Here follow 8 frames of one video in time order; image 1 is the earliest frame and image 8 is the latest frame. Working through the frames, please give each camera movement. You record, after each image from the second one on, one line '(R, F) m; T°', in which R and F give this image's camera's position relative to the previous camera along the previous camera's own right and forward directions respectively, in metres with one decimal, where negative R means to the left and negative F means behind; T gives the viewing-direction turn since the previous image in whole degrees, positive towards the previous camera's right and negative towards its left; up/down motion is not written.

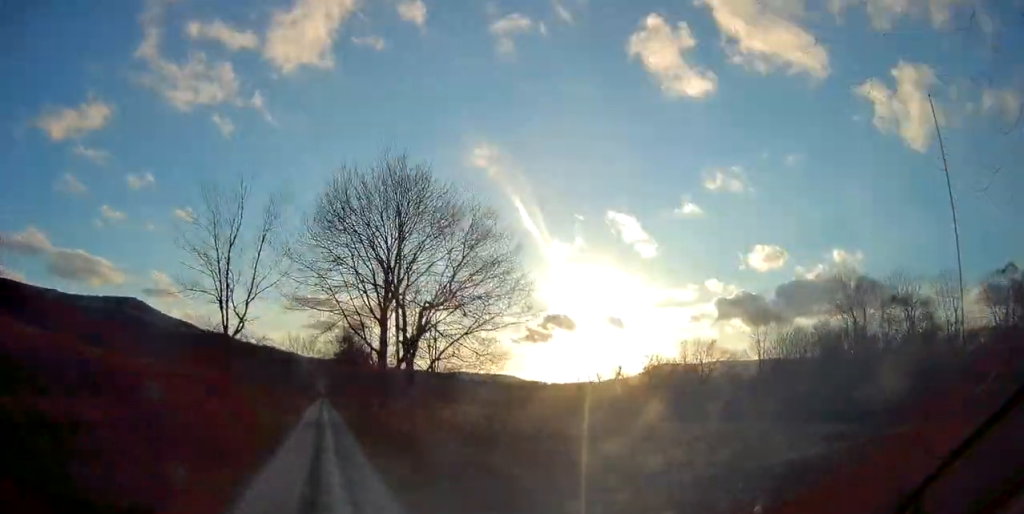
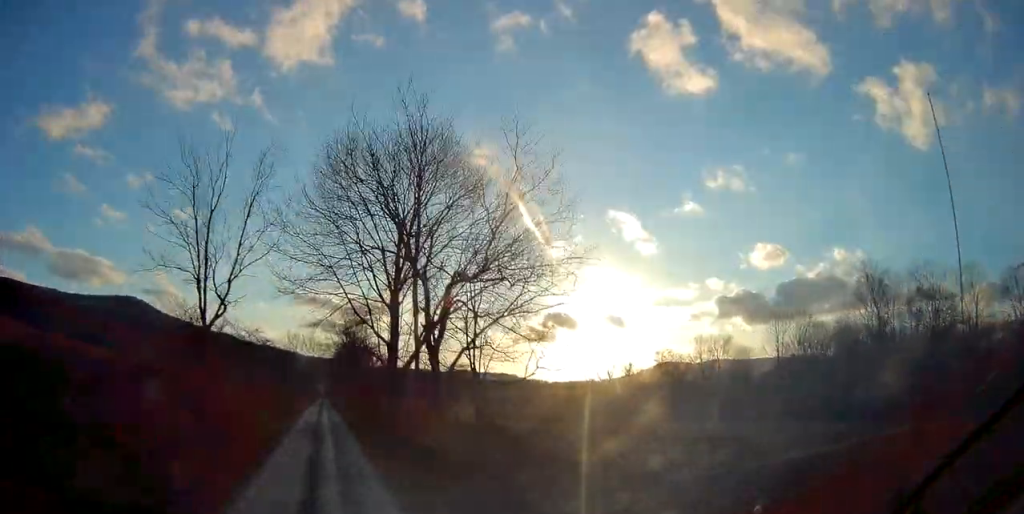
(+0.2, +5.6) m; +1°
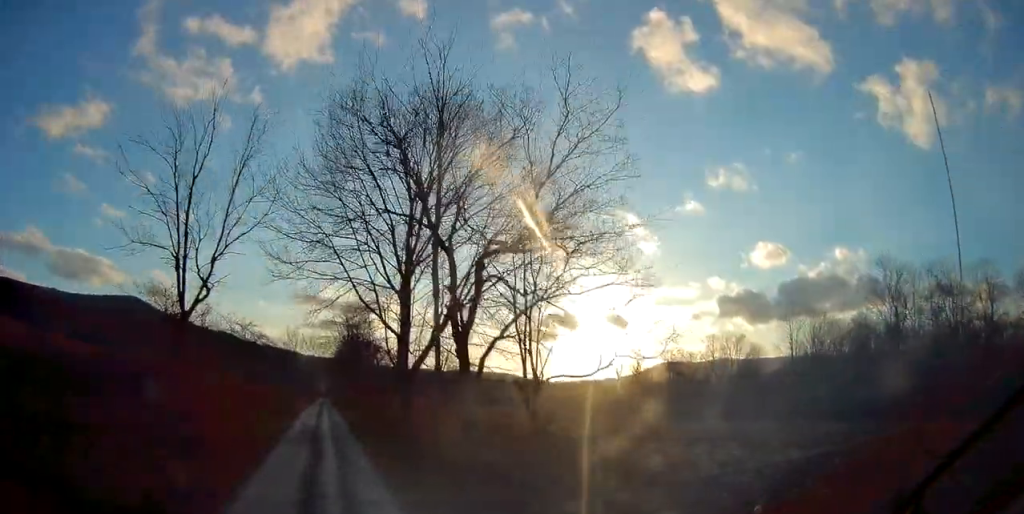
(0.0, +3.9) m; 0°
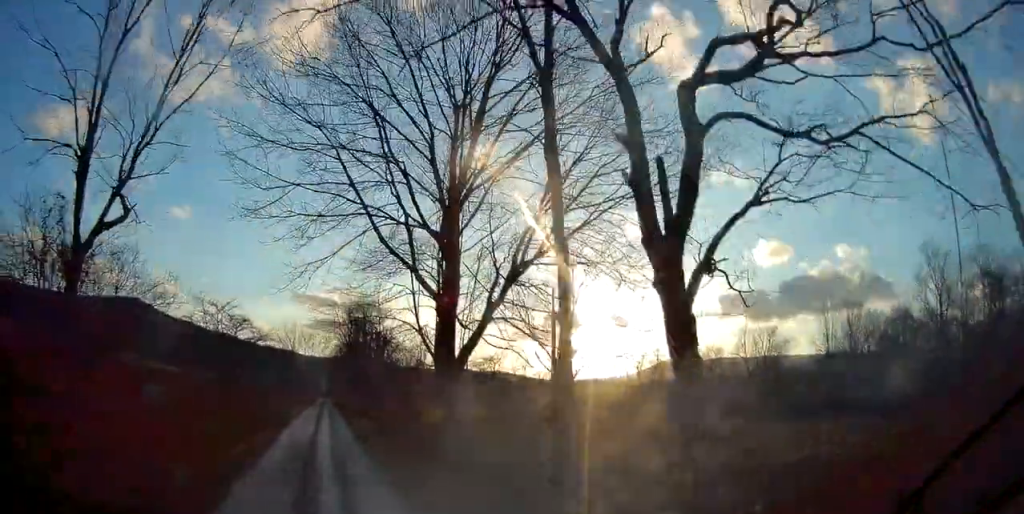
(-0.2, +9.2) m; -3°
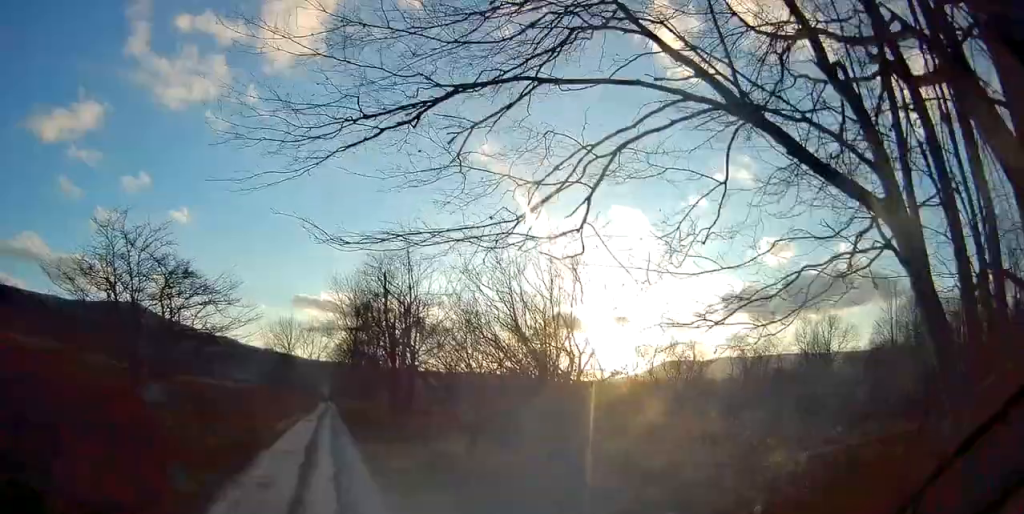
(-0.2, +15.1) m; -1°
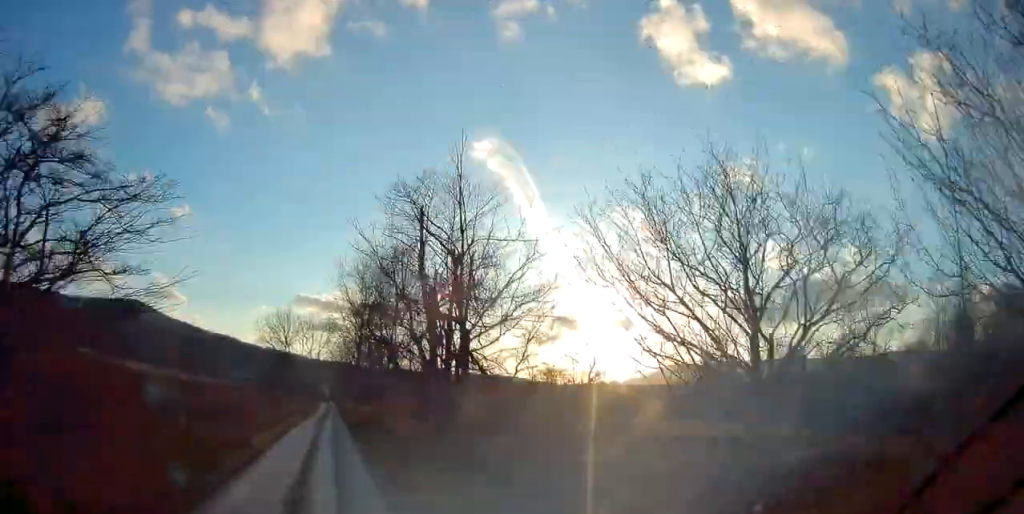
(-0.1, +9.7) m; 0°
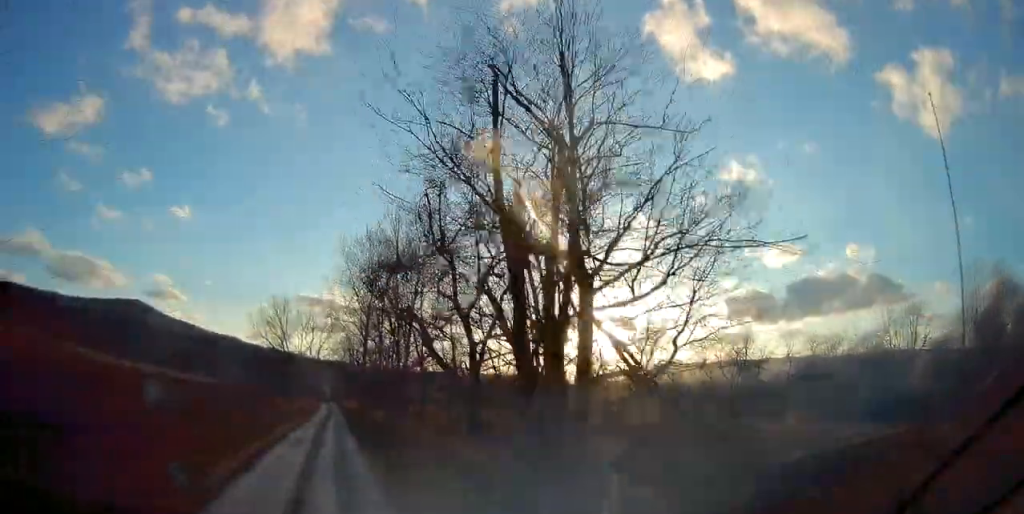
(+0.1, +7.7) m; +1°
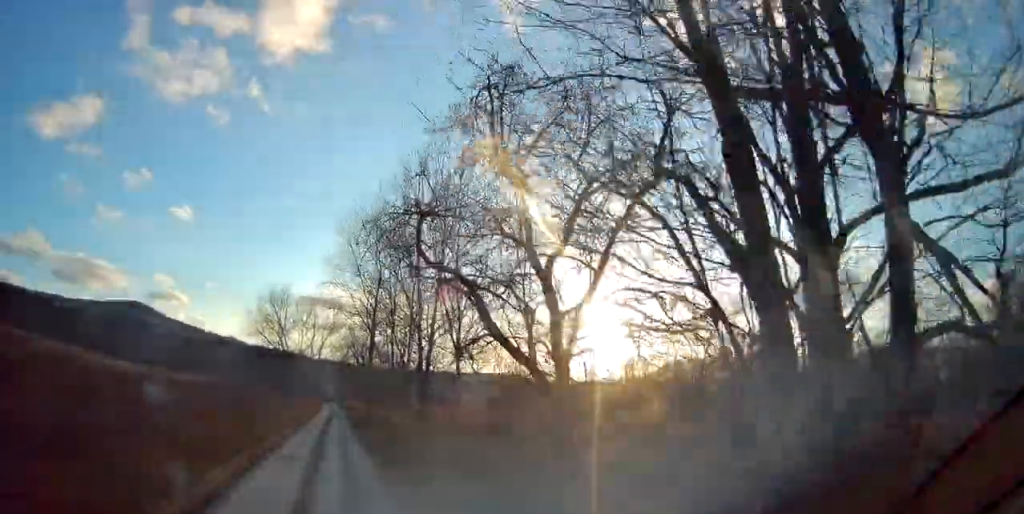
(0.0, +5.8) m; +1°
